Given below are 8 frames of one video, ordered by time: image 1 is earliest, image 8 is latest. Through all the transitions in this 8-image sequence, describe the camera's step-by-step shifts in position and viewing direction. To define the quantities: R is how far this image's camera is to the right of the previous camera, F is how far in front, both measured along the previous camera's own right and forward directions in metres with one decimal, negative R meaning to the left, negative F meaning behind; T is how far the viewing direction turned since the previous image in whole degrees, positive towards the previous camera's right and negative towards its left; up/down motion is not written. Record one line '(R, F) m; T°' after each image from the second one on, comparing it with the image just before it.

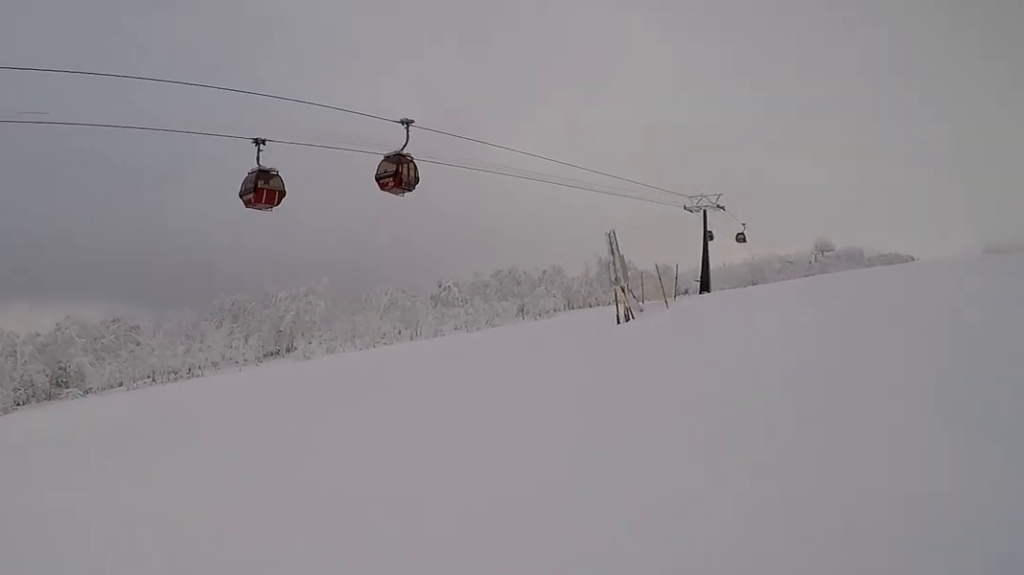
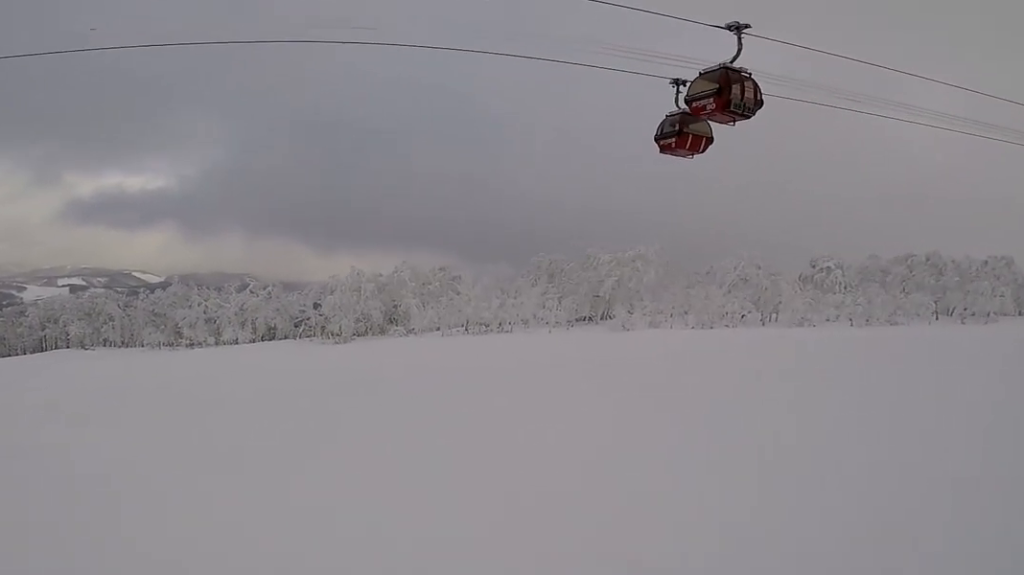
(+0.6, +4.6) m; +7°
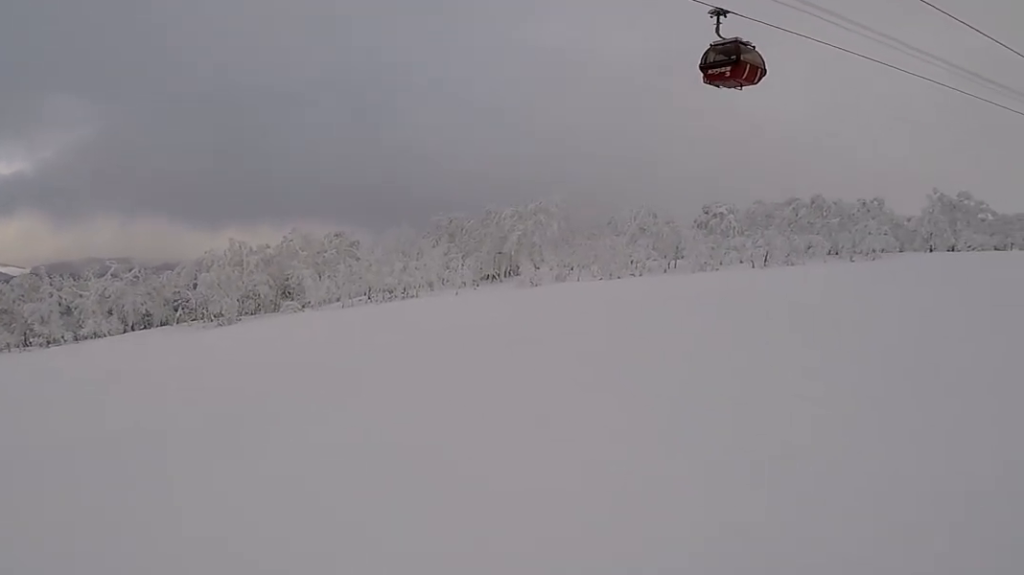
(0.0, +6.3) m; +5°
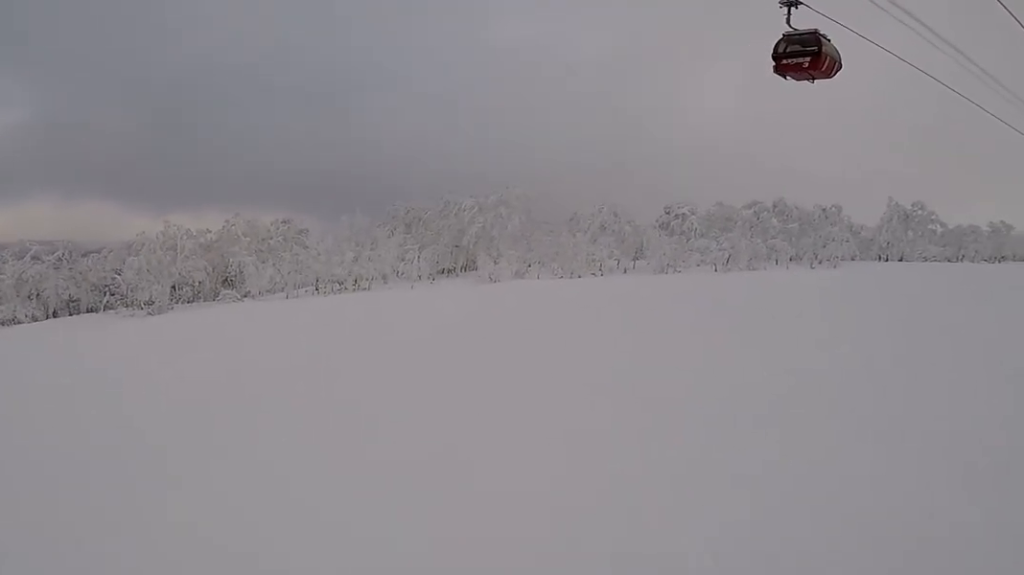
(+0.2, +3.5) m; -5°
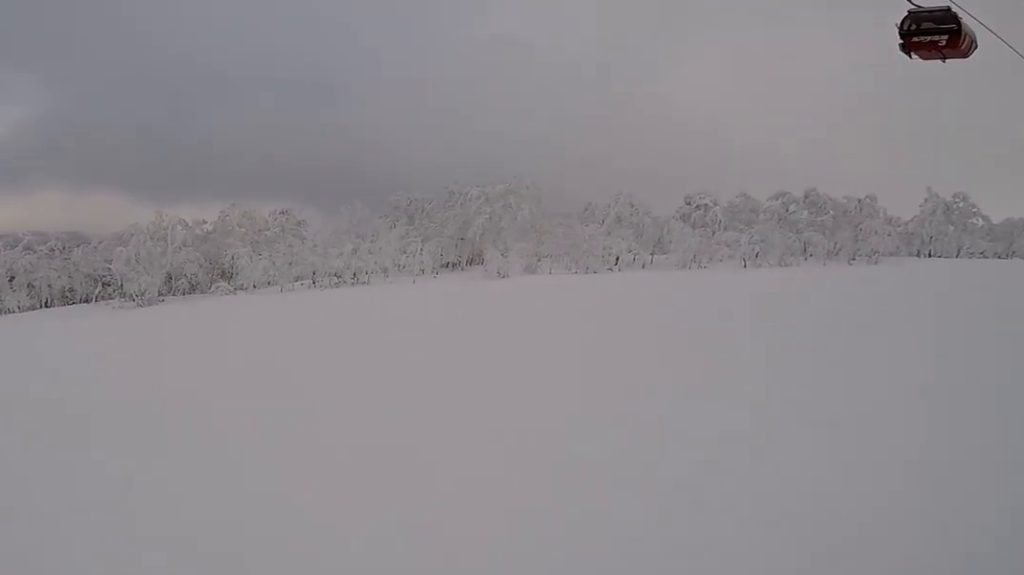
(+0.2, +3.2) m; -18°
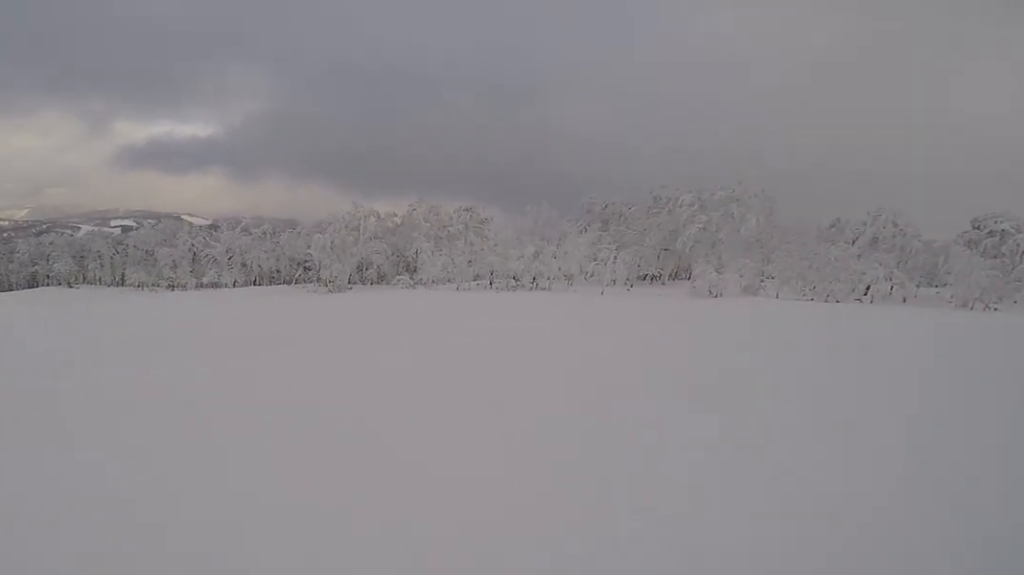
(-0.6, +1.9) m; -18°
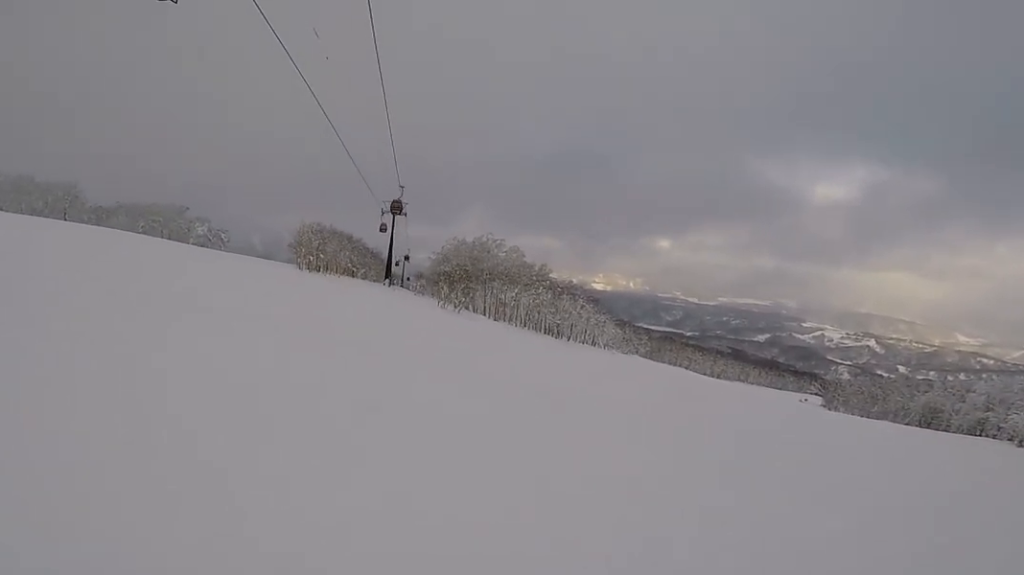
(-3.7, +6.7) m; -52°
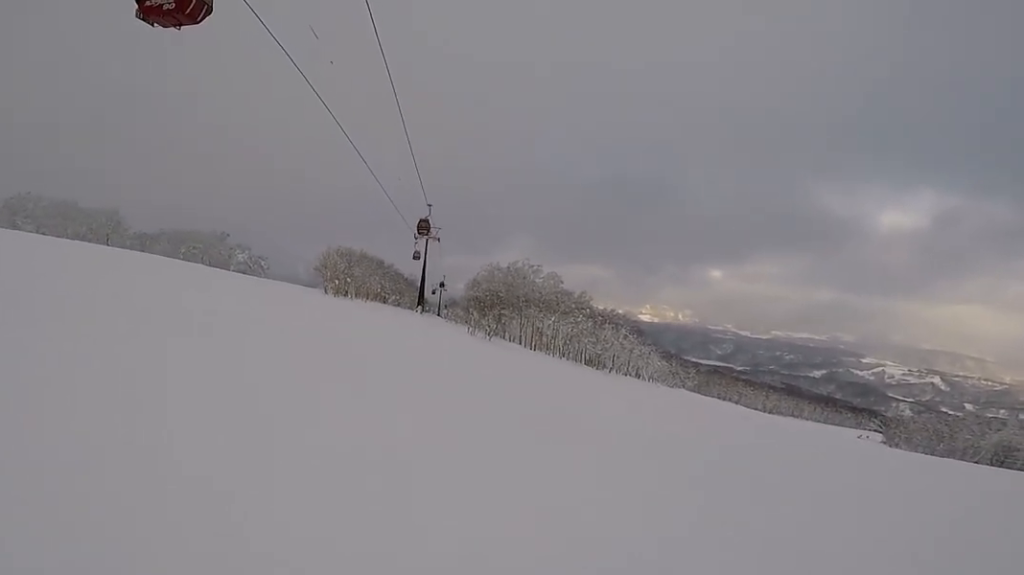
(-0.1, +2.6) m; -16°
